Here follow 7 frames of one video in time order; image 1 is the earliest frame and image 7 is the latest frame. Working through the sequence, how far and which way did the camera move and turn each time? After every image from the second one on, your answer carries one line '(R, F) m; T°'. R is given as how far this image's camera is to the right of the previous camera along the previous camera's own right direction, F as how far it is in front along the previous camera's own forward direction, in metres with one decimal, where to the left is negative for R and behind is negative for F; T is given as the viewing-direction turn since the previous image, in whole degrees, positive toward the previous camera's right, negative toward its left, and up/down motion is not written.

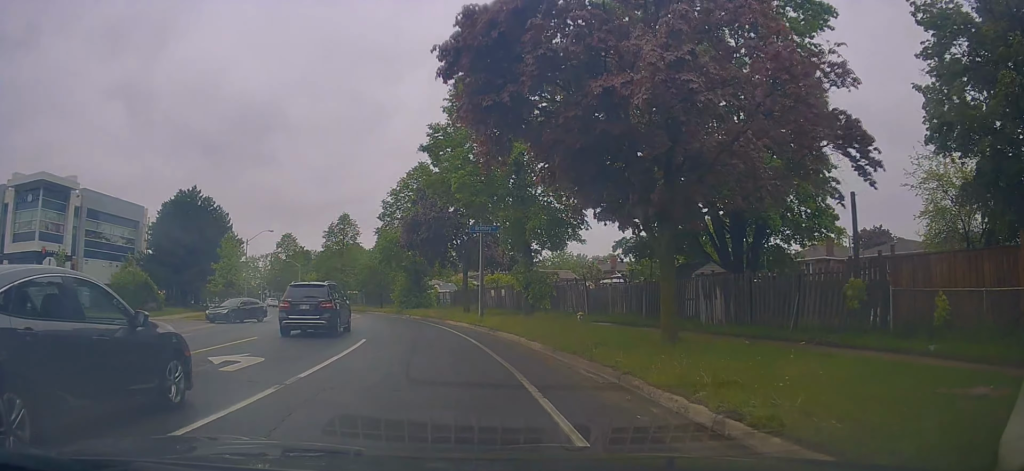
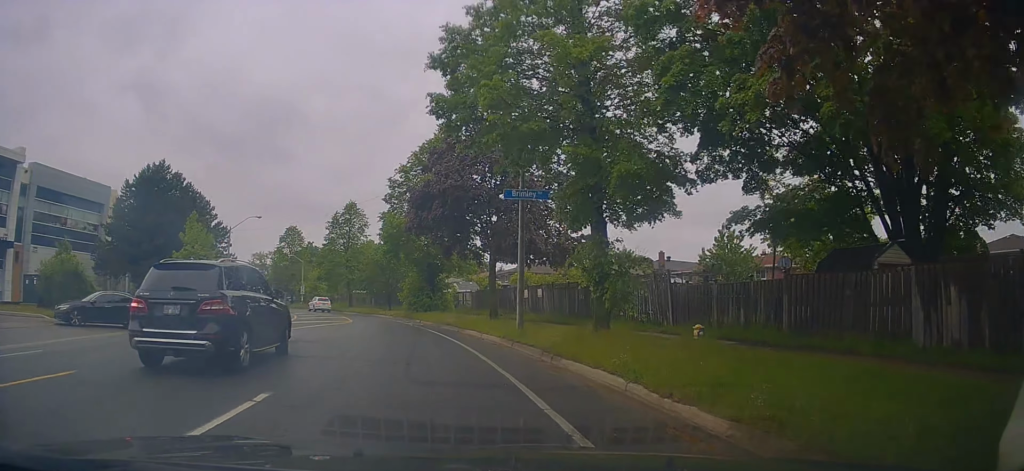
(-0.1, +9.0) m; -3°
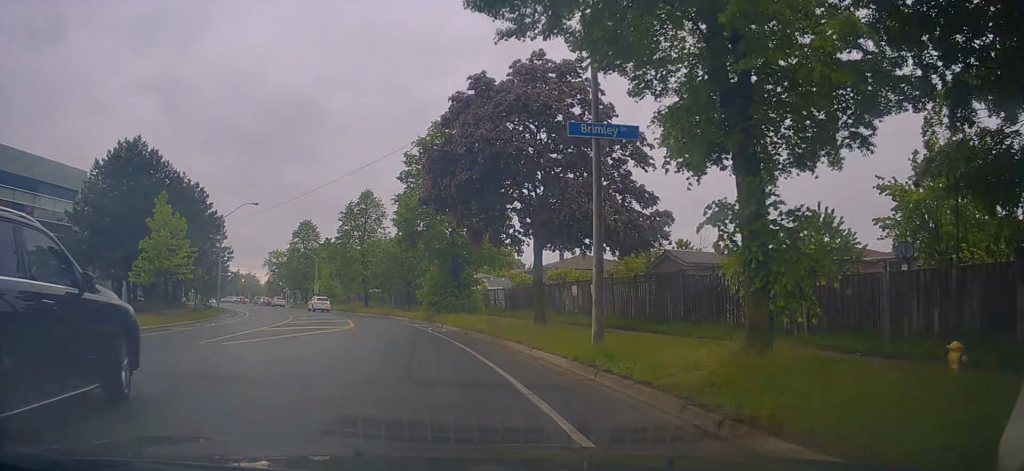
(-0.1, +6.4) m; -3°
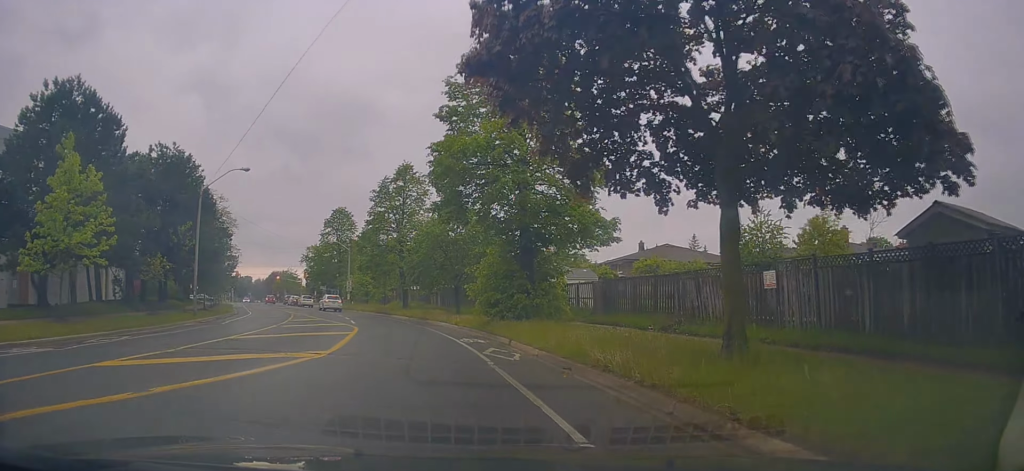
(-0.4, +11.9) m; -3°
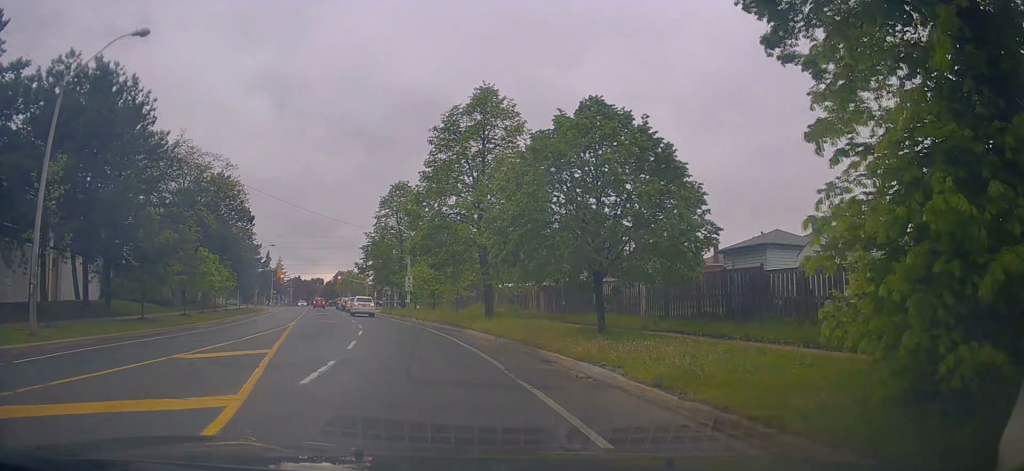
(-1.0, +20.3) m; -8°
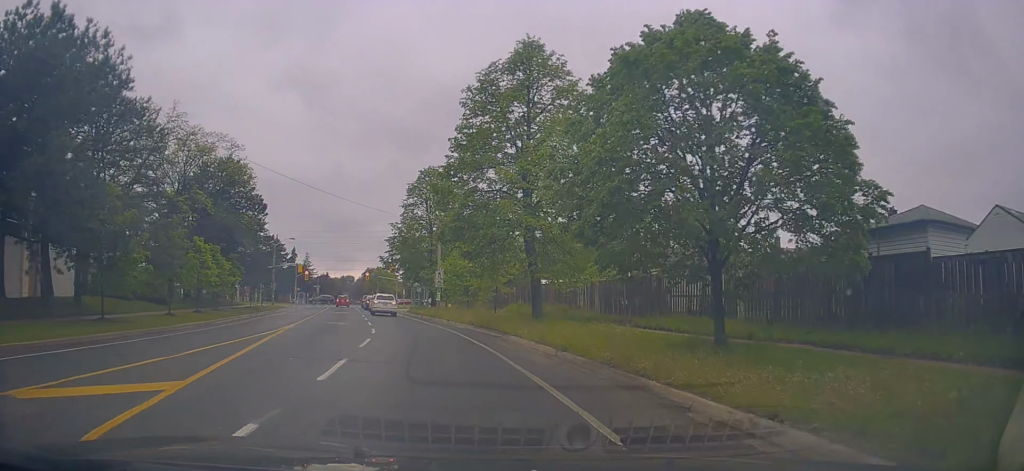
(-0.2, +6.0) m; -2°
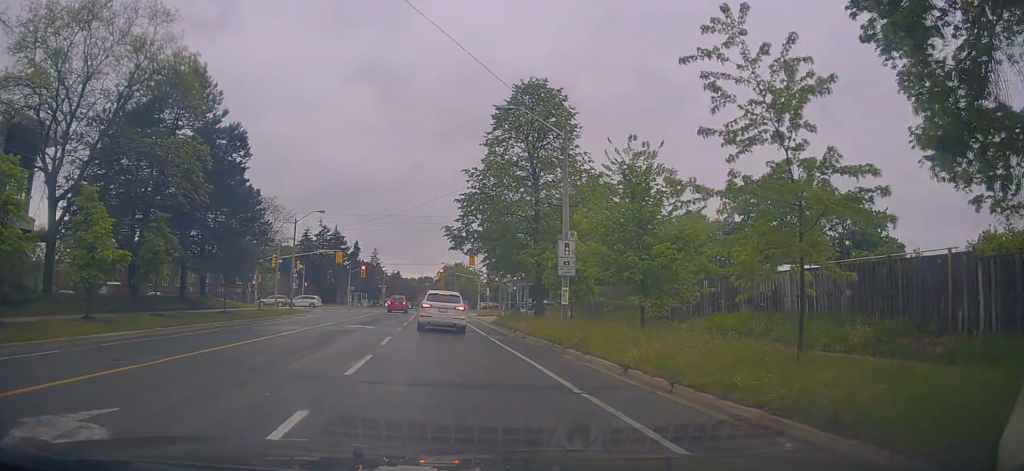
(-2.2, +25.0) m; -11°
